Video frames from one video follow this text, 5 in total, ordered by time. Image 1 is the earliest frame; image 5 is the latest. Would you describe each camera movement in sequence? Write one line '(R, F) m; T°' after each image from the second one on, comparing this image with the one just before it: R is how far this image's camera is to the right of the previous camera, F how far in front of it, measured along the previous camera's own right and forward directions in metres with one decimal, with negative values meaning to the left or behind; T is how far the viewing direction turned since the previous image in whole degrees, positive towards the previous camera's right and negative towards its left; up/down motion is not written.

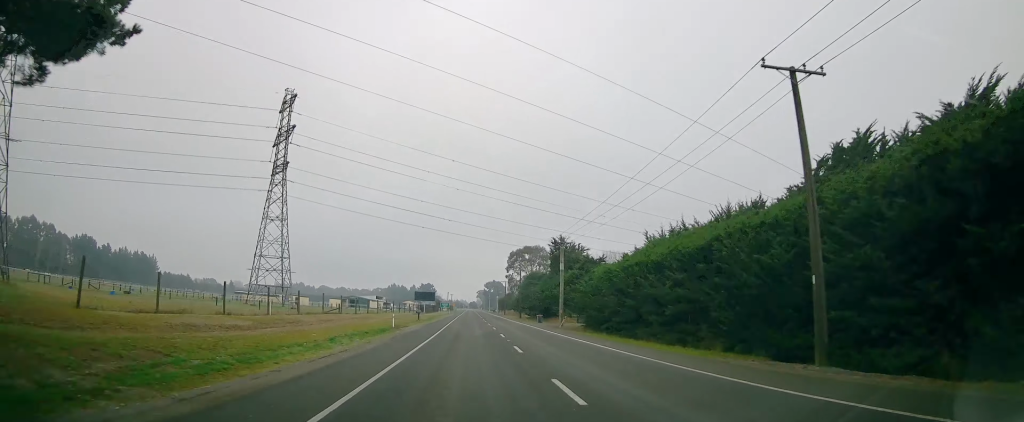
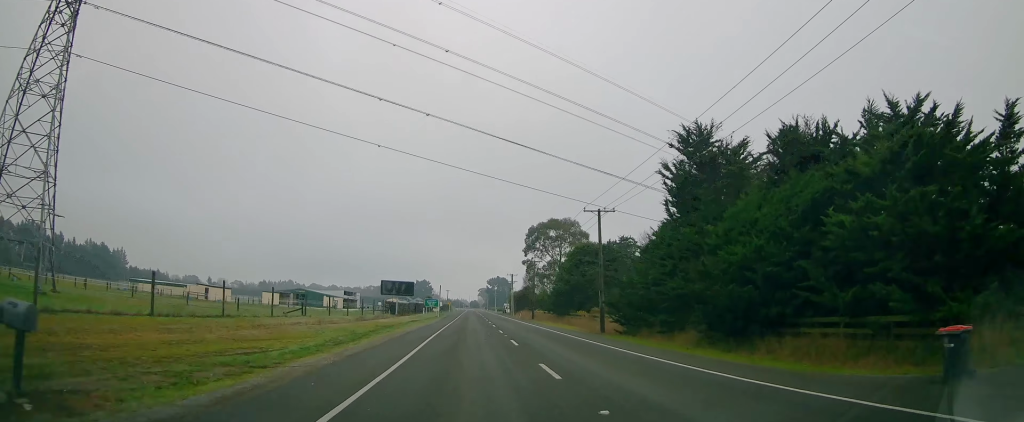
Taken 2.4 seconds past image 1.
(-0.1, +57.3) m; 0°
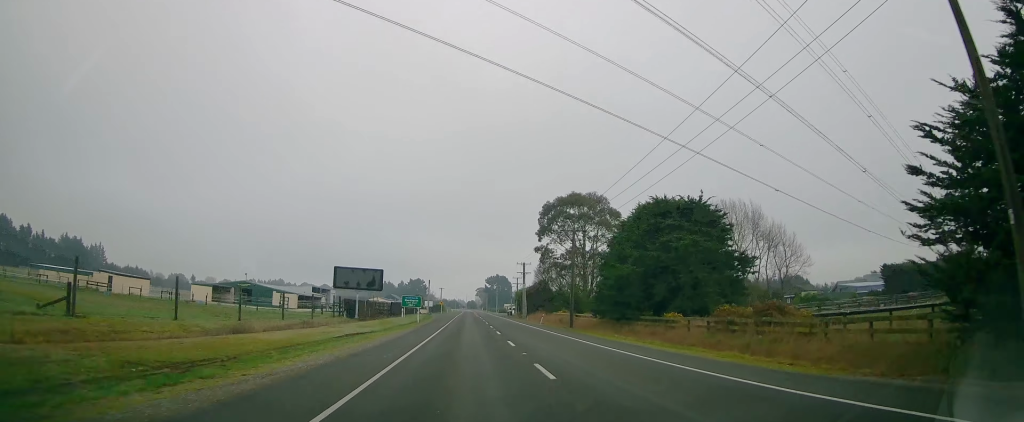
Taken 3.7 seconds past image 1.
(0.0, +29.7) m; 0°
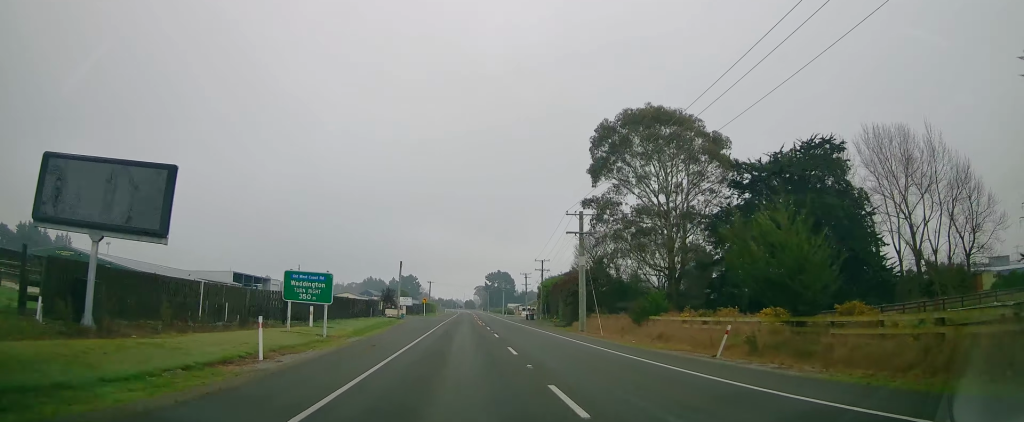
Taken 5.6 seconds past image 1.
(+0.2, +43.5) m; +1°
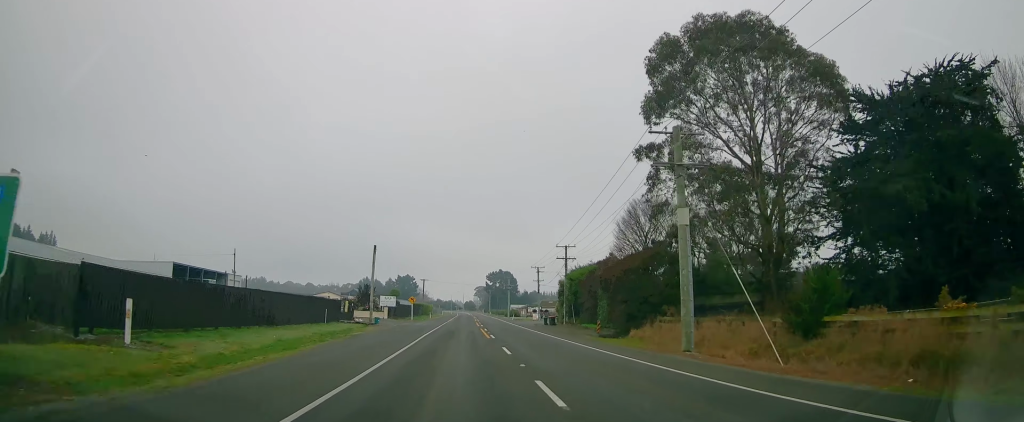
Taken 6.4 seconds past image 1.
(+0.1, +18.9) m; +1°
